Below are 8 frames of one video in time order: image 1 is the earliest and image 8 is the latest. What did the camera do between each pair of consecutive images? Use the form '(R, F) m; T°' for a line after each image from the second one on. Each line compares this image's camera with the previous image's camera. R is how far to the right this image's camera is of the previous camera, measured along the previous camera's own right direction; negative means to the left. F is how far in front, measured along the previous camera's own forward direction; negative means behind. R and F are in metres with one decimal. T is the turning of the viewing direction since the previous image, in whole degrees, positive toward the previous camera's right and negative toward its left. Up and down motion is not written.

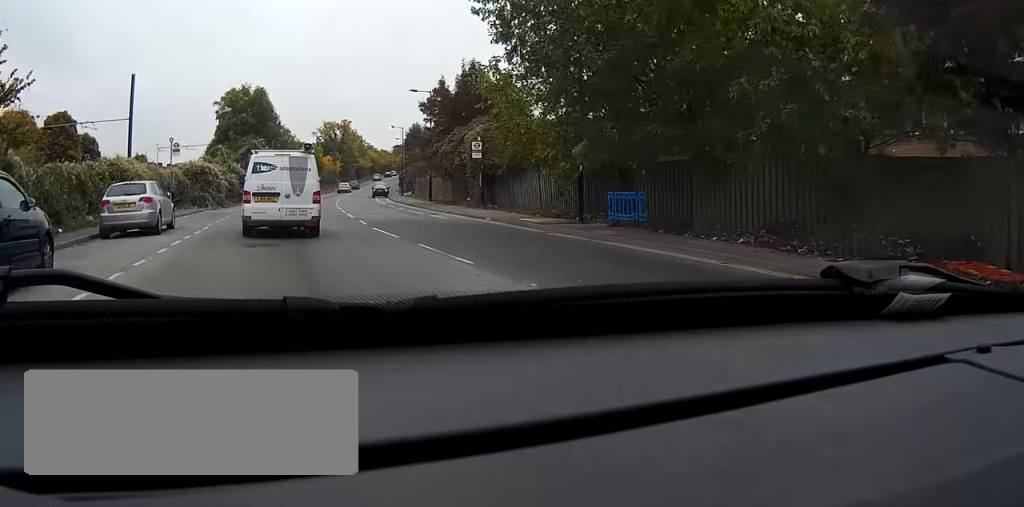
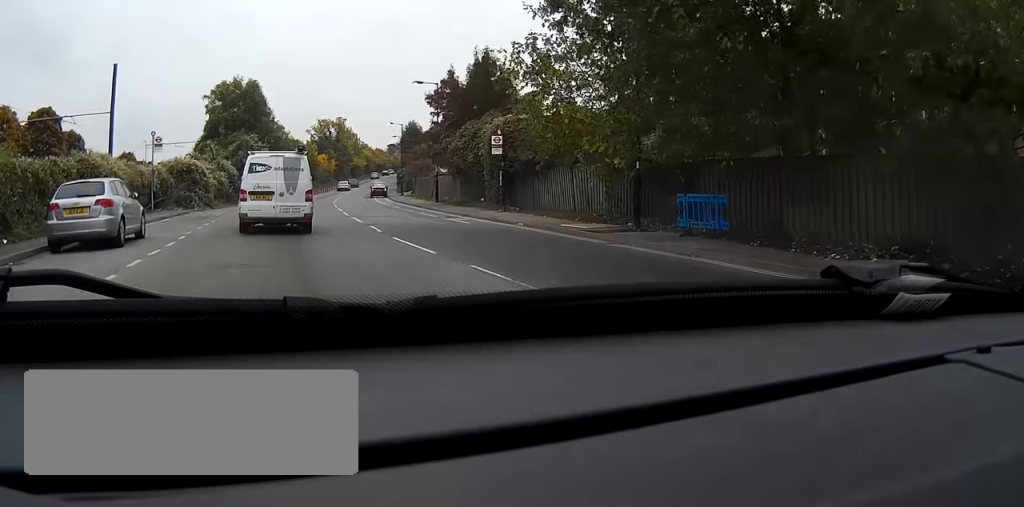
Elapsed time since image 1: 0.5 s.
(0.0, +4.2) m; 0°
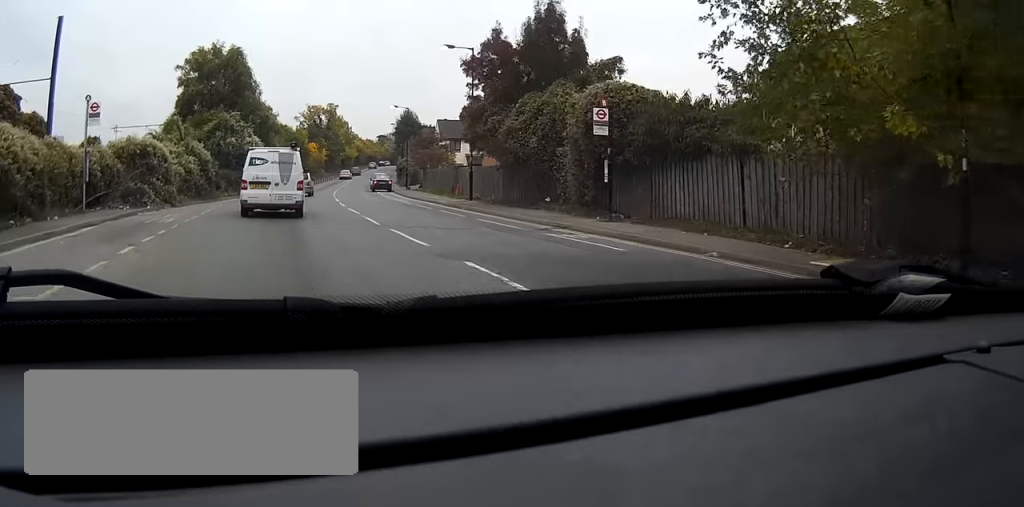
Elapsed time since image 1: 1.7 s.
(0.0, +11.2) m; +1°
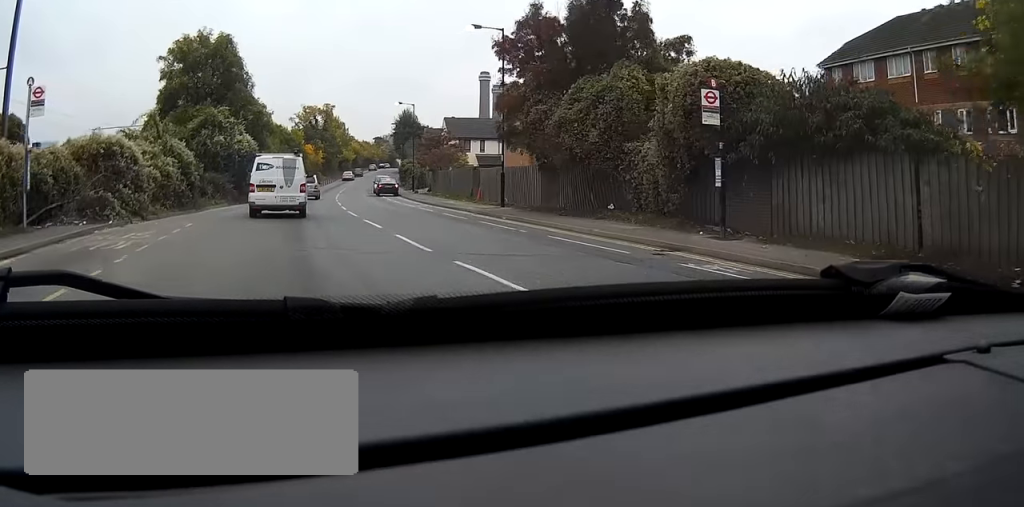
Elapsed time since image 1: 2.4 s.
(0.0, +6.1) m; +1°
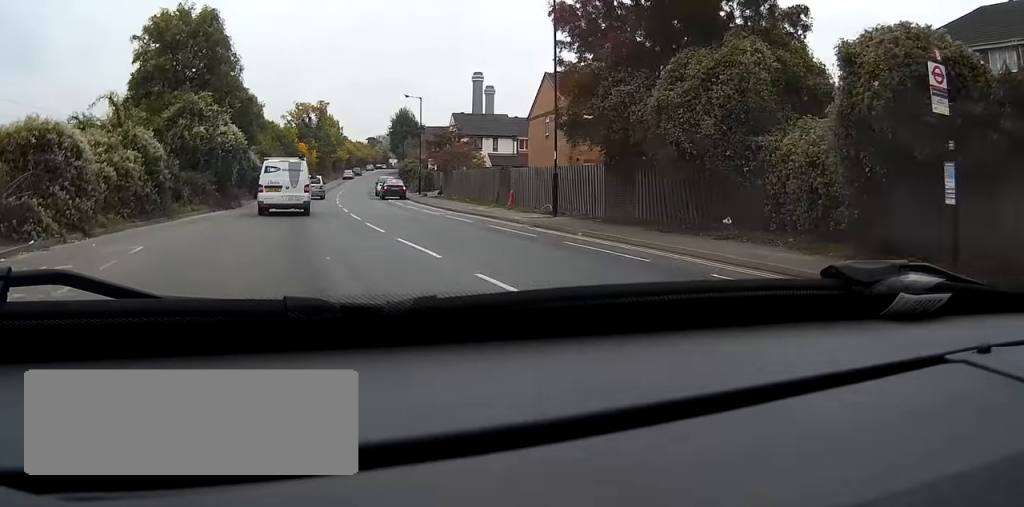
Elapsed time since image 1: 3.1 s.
(0.0, +7.2) m; +1°
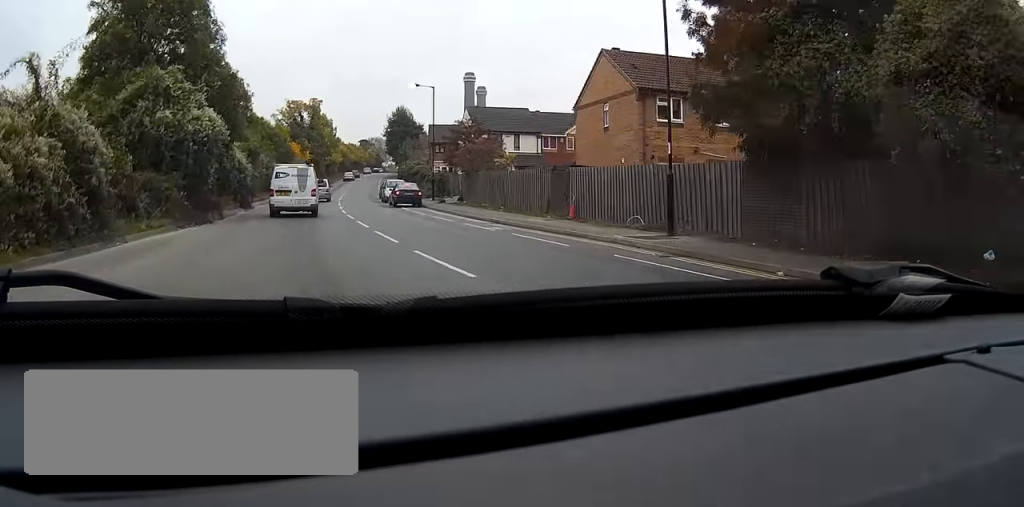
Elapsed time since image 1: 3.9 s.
(+0.2, +8.1) m; +1°
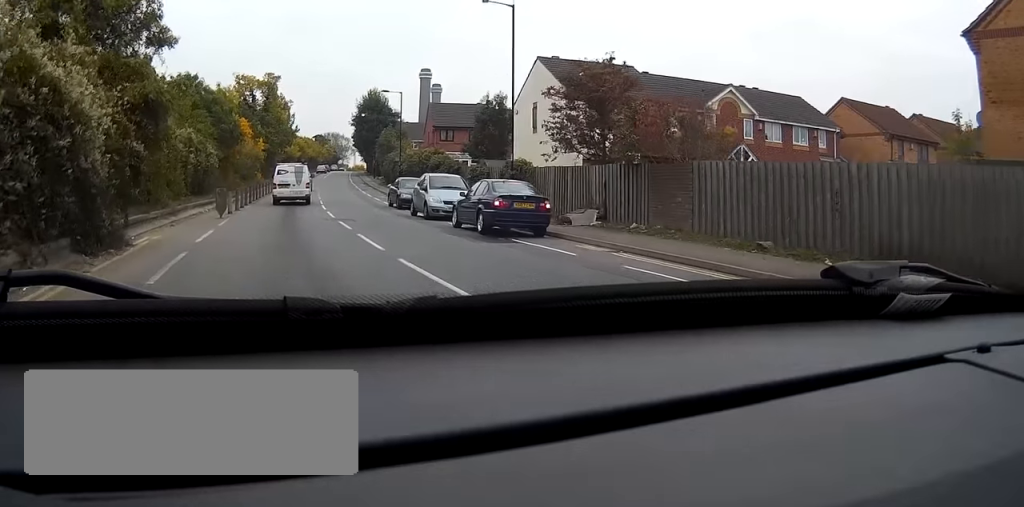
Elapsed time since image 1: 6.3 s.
(+0.7, +25.1) m; +4°
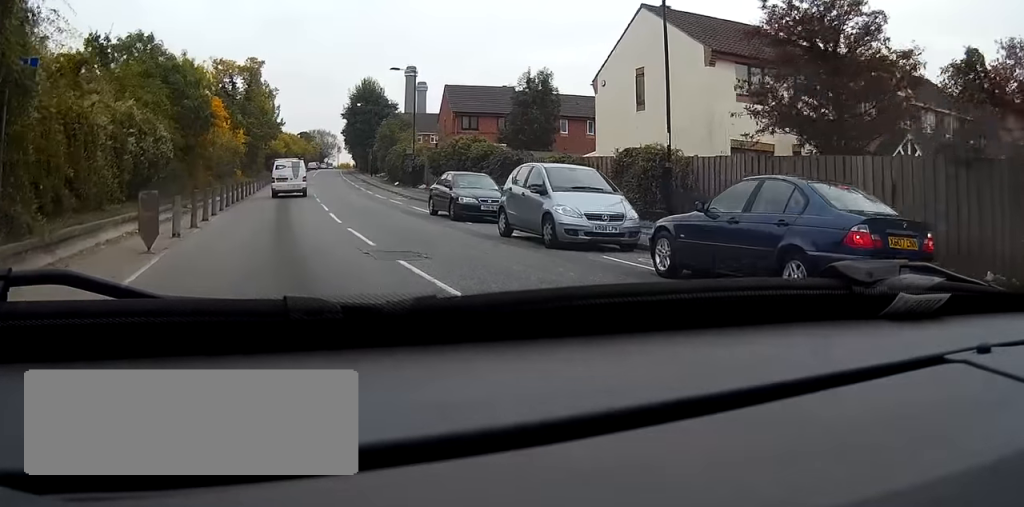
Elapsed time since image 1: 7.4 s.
(+0.2, +12.2) m; +1°
